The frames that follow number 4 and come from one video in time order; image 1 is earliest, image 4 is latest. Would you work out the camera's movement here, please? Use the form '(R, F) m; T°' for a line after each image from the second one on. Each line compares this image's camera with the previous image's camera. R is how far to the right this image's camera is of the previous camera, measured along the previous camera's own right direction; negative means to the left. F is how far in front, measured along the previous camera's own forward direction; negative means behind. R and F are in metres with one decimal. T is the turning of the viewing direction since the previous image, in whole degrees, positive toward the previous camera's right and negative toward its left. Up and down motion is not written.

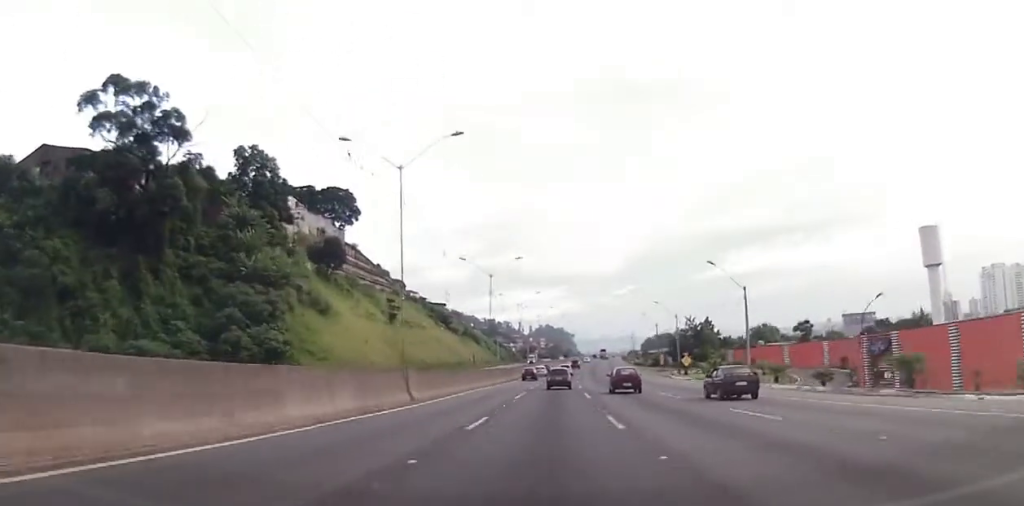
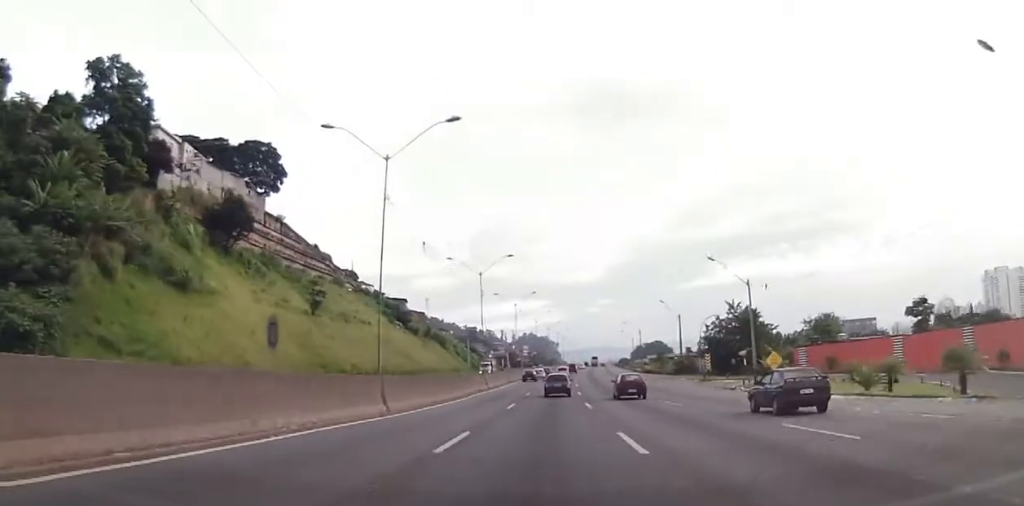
(+1.0, +38.9) m; +2°
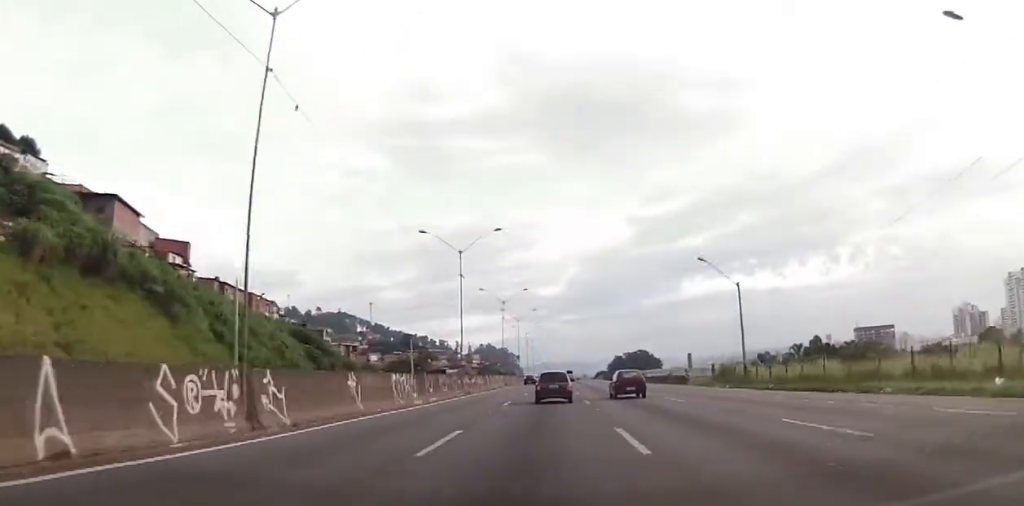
(+2.3, +118.7) m; +3°
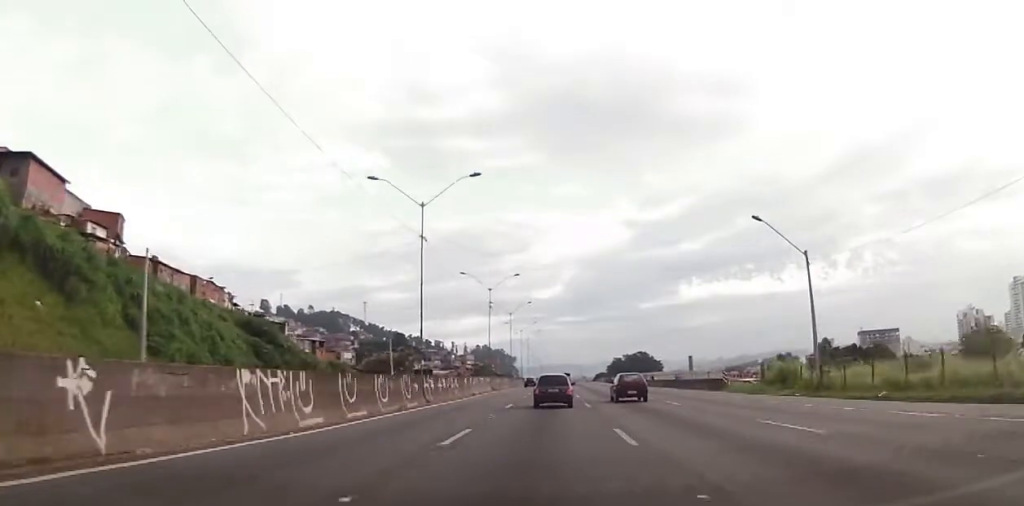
(-0.3, +14.8) m; 0°
